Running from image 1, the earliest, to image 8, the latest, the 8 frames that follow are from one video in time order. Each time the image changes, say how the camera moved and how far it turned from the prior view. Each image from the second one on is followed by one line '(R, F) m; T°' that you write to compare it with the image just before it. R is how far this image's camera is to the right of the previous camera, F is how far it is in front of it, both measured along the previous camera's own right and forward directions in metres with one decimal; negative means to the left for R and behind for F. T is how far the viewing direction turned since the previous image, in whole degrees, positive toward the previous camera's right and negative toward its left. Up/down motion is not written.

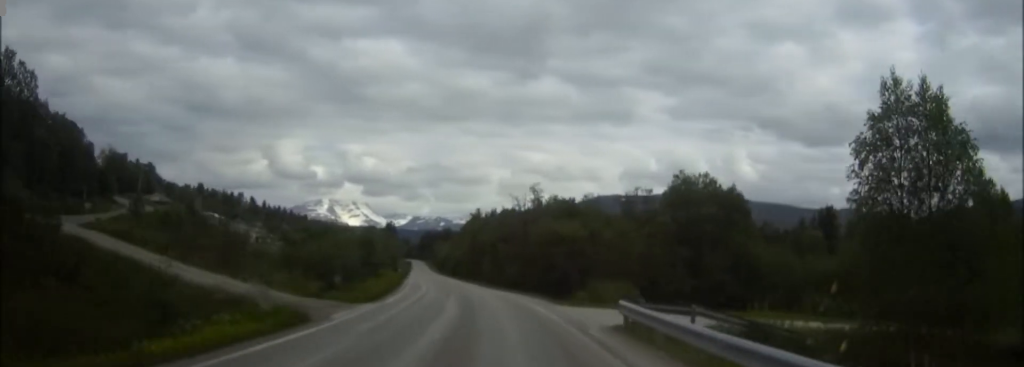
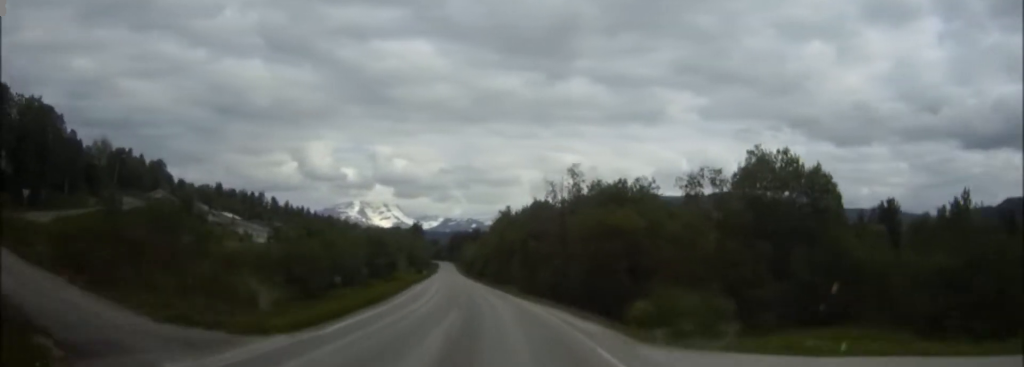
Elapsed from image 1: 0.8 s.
(-0.3, +15.3) m; -2°
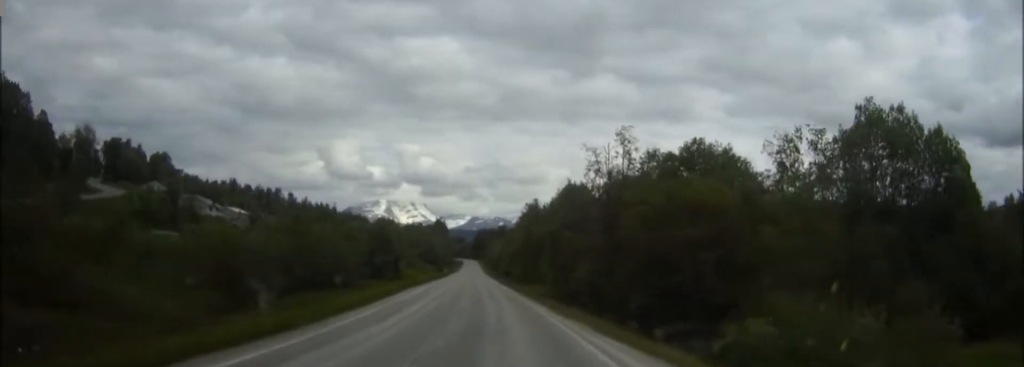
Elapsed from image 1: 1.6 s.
(-0.3, +16.3) m; -2°
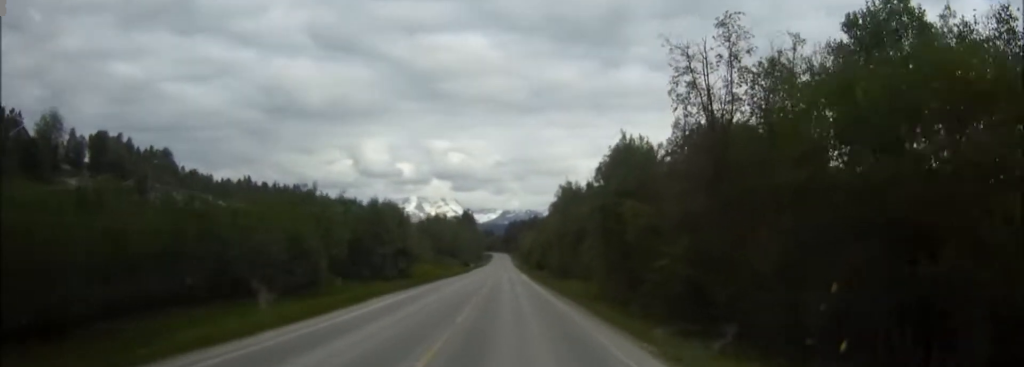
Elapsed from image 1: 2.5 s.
(-0.5, +20.3) m; -2°
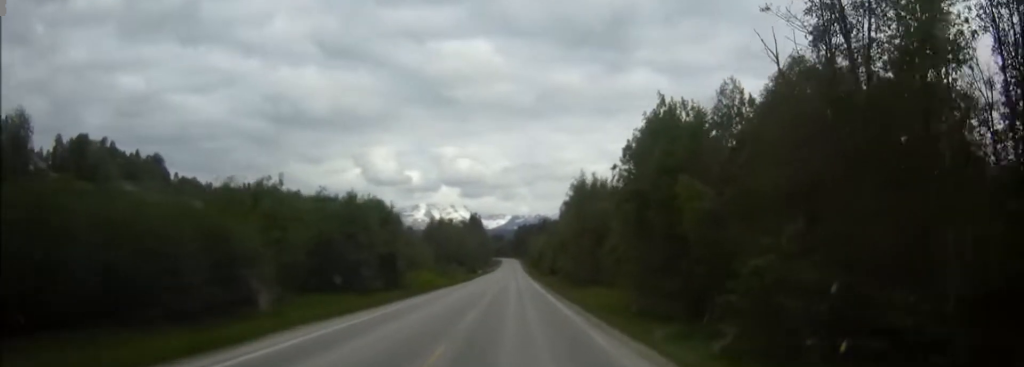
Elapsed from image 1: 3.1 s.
(-0.2, +12.1) m; -1°
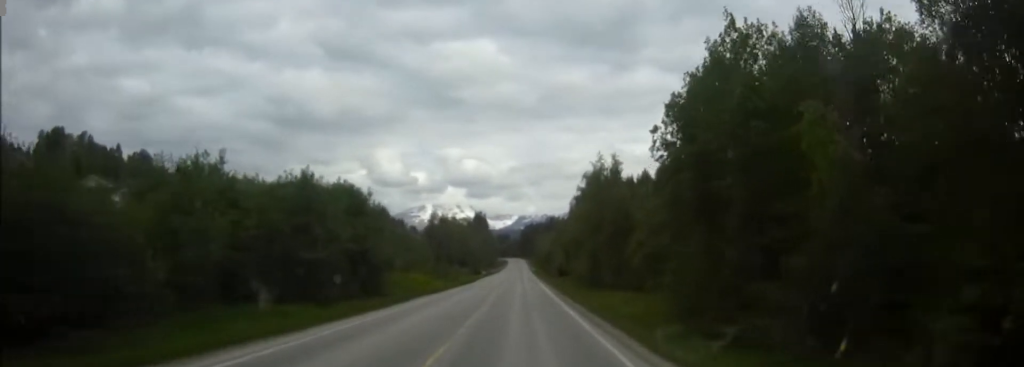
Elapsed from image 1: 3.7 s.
(-0.1, +12.7) m; 0°
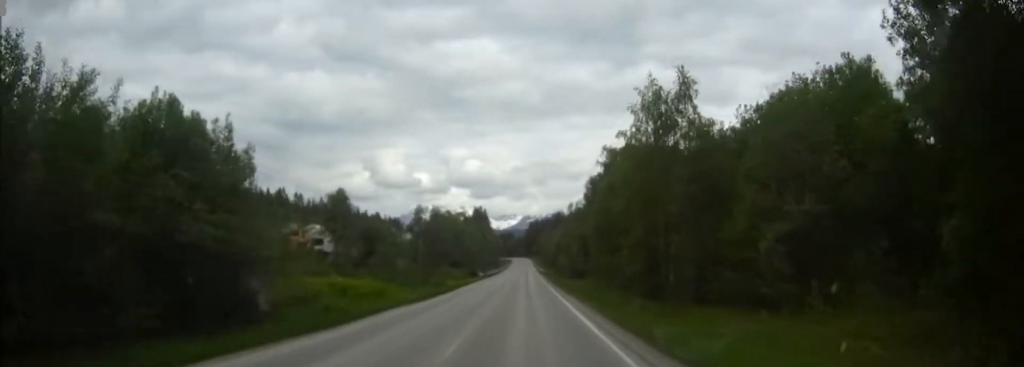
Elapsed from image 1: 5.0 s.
(-0.1, +27.2) m; 0°
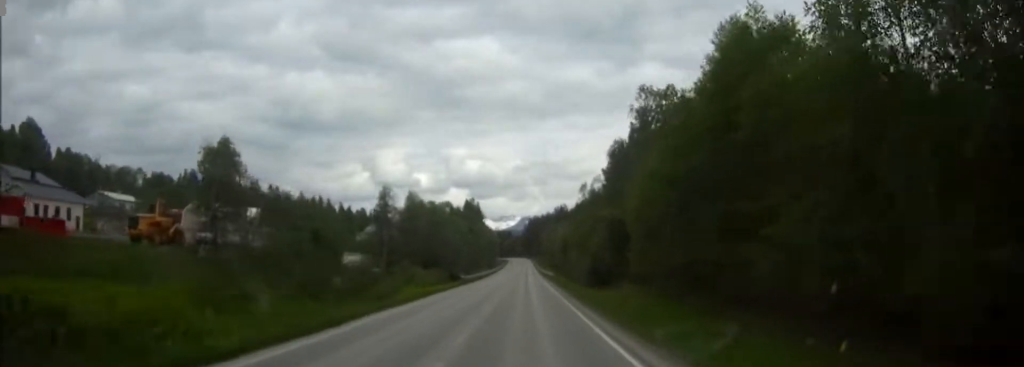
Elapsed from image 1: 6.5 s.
(0.0, +28.8) m; 0°
